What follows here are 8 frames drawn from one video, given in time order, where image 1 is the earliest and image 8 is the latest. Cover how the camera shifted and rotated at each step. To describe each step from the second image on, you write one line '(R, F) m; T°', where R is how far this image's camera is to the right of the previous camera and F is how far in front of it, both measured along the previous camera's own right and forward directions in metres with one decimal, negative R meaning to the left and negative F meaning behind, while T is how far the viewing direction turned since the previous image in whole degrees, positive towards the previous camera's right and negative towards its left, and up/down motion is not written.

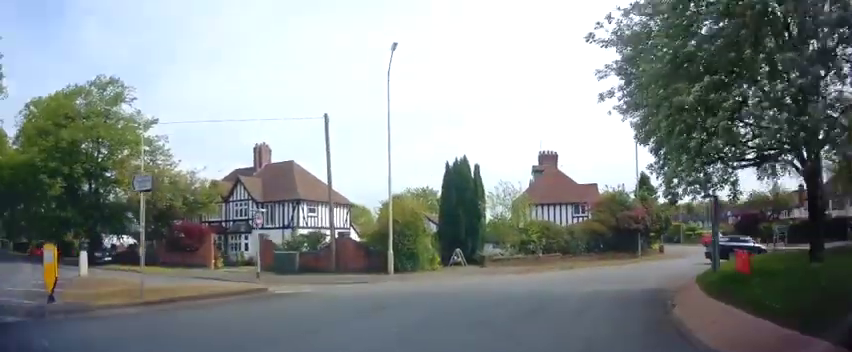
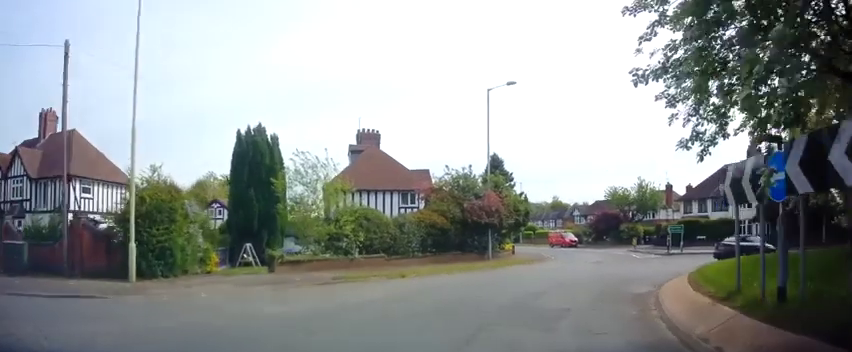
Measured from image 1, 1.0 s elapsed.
(+1.6, +7.1) m; +23°
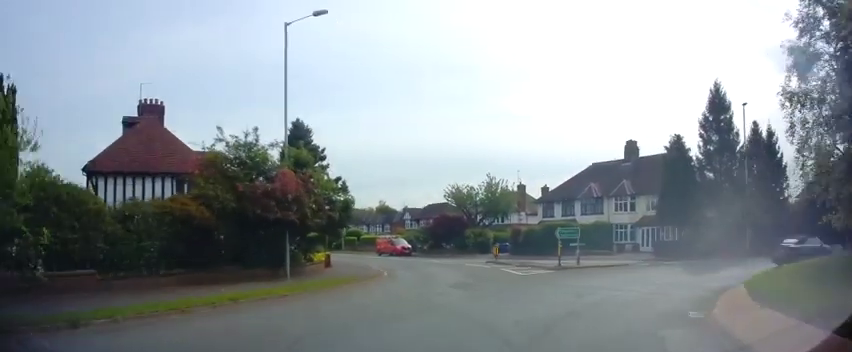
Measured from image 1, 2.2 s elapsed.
(+1.9, +9.1) m; +19°
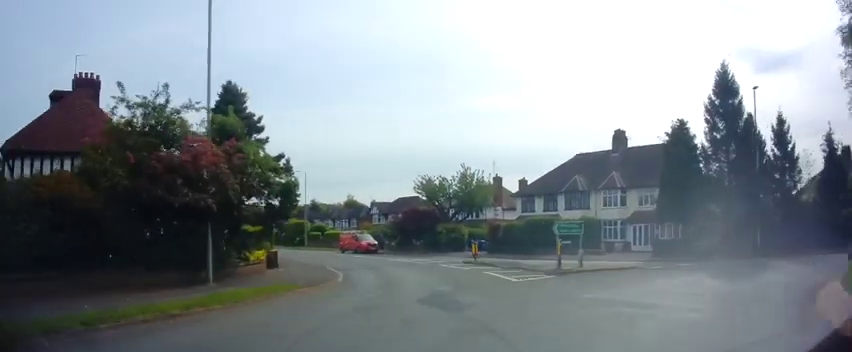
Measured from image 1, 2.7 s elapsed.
(+0.2, +4.3) m; +6°
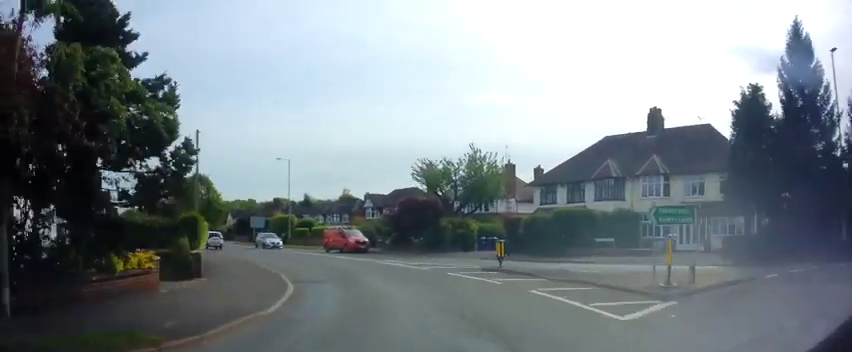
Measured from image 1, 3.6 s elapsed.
(+0.5, +7.8) m; +1°
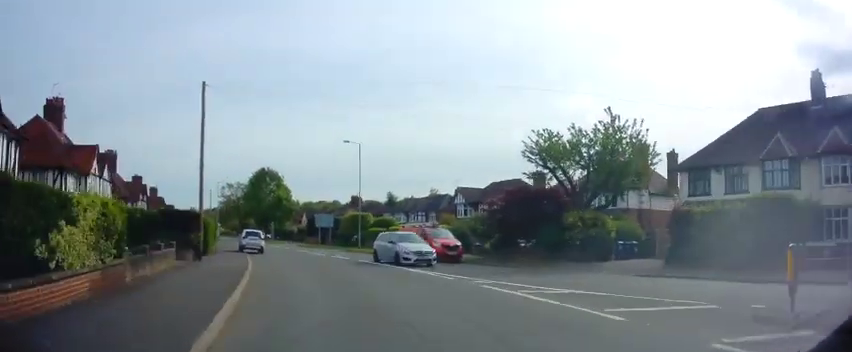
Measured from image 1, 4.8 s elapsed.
(-0.6, +11.5) m; -8°
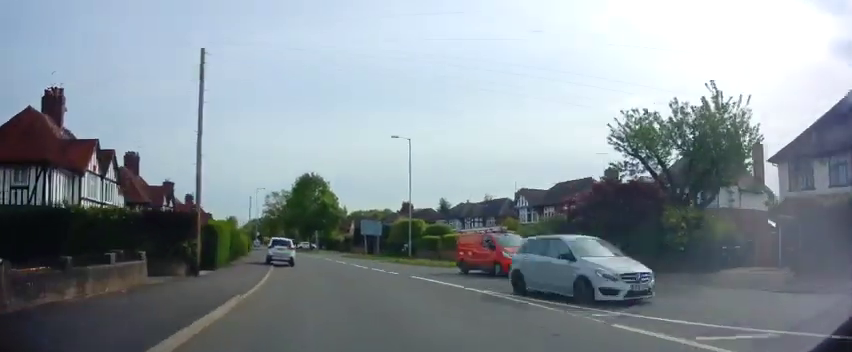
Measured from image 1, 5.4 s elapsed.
(-0.3, +5.6) m; -5°
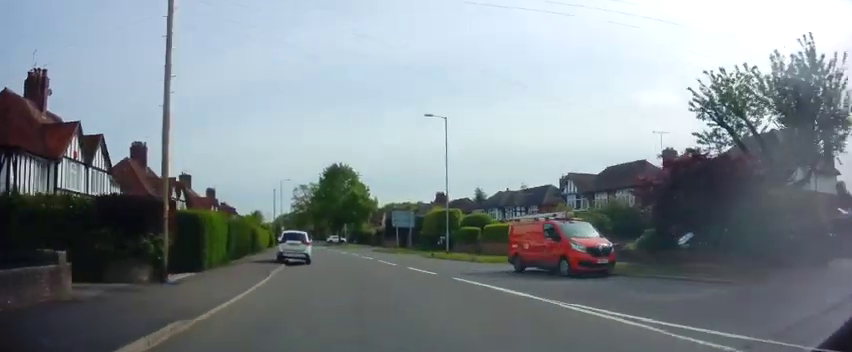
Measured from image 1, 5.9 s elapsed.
(-0.2, +4.7) m; -4°
